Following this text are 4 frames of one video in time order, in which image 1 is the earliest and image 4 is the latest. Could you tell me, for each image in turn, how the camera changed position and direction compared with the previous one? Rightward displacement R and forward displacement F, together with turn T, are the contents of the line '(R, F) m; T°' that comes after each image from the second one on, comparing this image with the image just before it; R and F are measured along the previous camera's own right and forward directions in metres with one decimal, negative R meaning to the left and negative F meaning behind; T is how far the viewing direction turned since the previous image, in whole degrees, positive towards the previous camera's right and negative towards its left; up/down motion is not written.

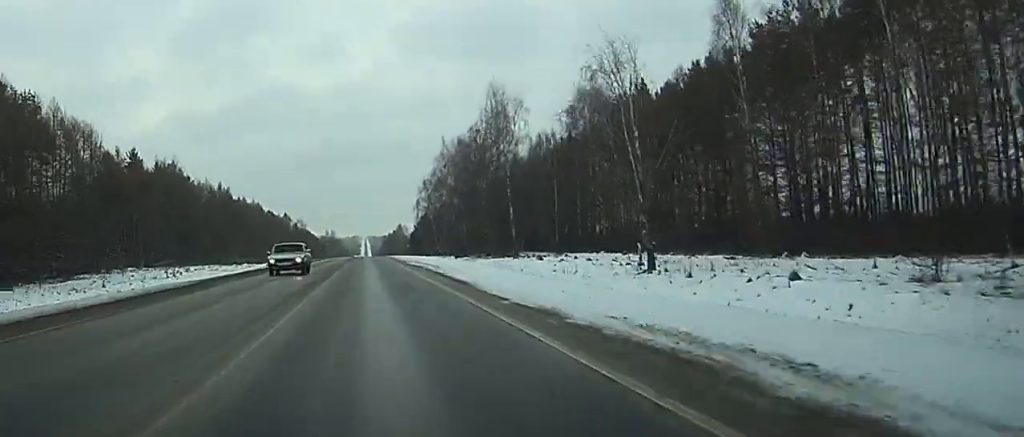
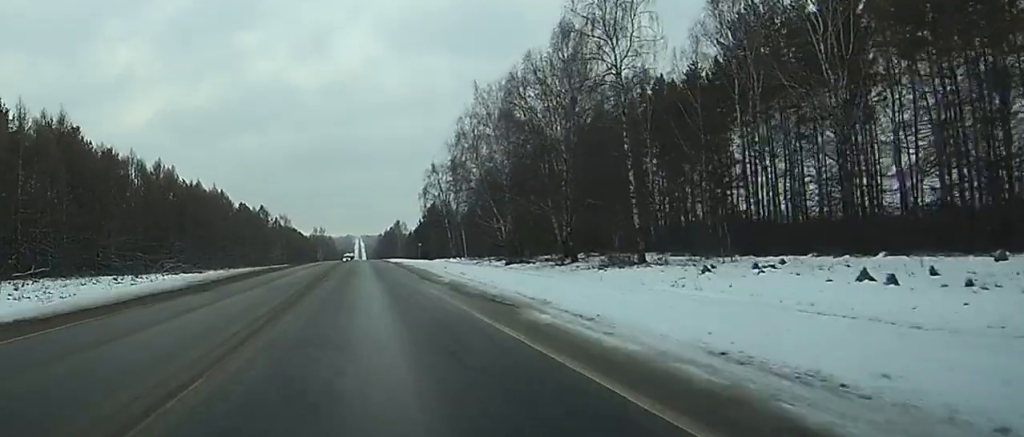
(-0.1, +62.8) m; 0°
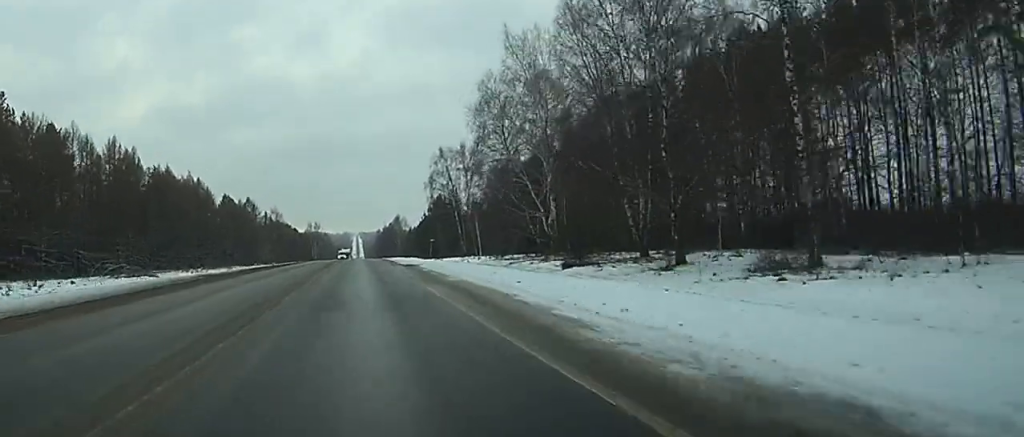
(0.0, +27.0) m; 0°
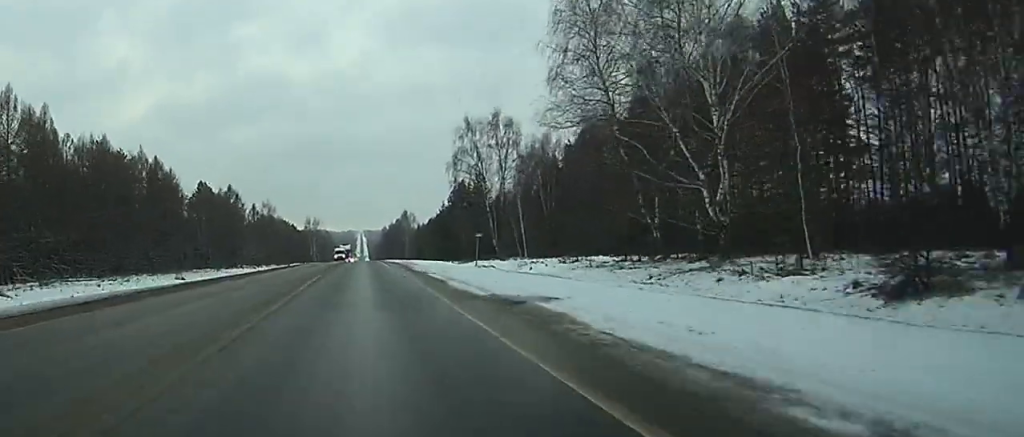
(0.0, +39.1) m; 0°
